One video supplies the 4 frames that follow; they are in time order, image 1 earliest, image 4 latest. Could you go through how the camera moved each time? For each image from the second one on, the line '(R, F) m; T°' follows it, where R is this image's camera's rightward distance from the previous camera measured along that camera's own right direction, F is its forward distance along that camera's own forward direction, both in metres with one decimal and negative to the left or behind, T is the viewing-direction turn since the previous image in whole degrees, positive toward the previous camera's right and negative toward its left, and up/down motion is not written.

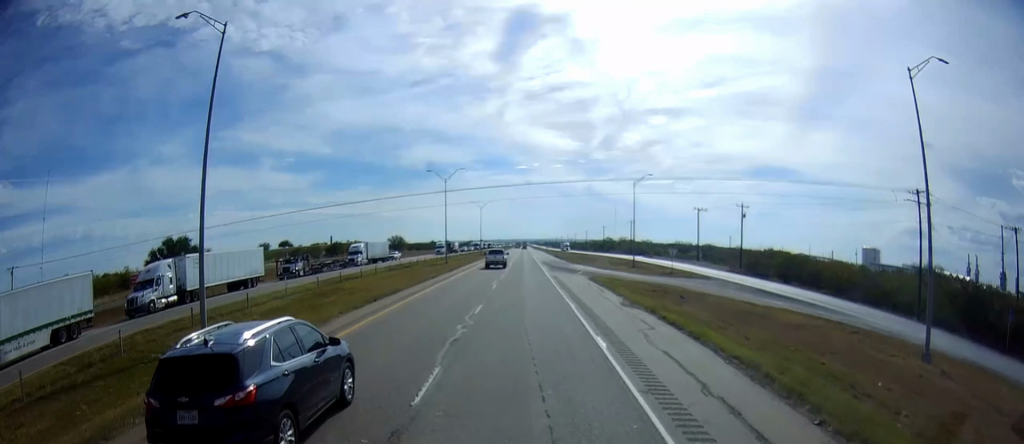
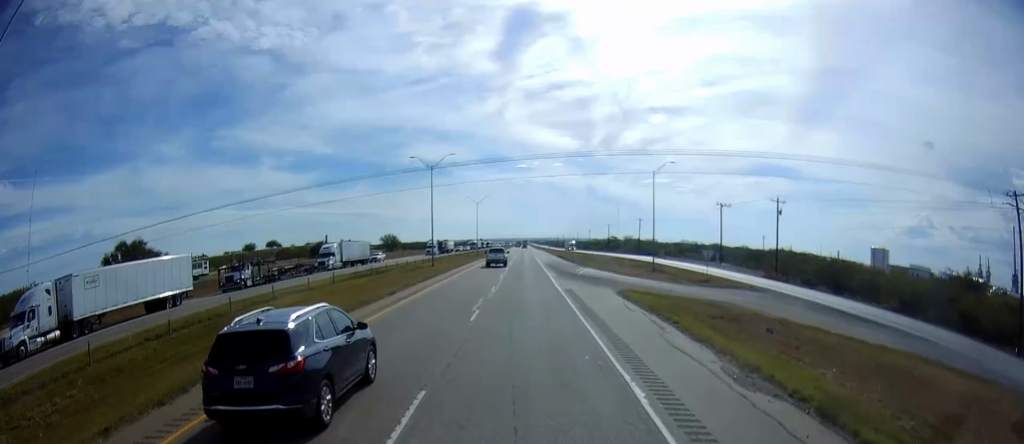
(0.0, +14.5) m; 0°
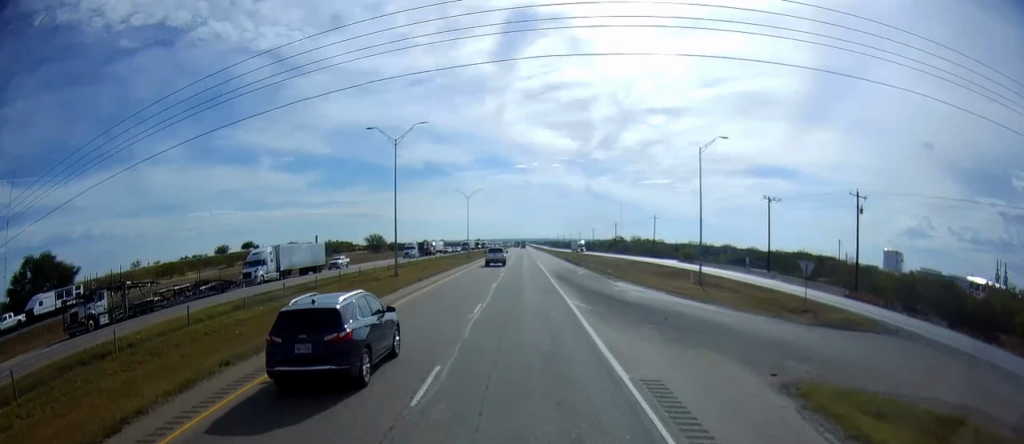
(0.0, +22.7) m; 0°
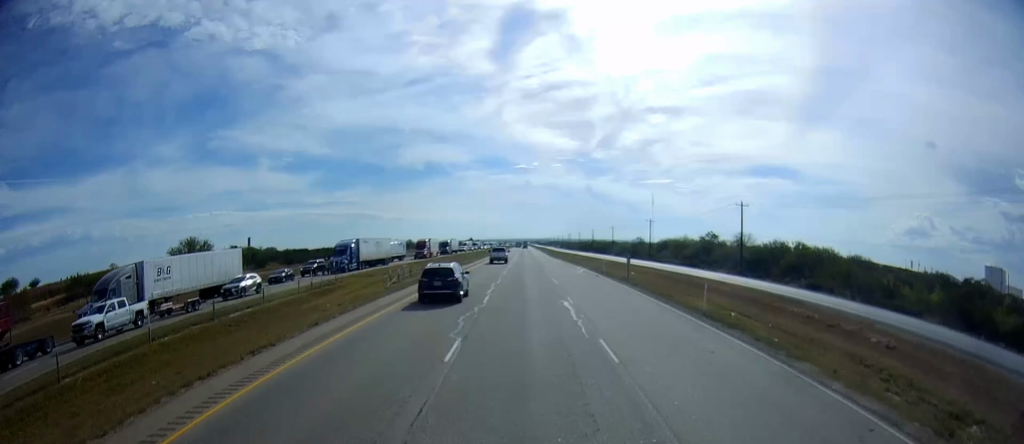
(-1.0, +132.5) m; -1°
